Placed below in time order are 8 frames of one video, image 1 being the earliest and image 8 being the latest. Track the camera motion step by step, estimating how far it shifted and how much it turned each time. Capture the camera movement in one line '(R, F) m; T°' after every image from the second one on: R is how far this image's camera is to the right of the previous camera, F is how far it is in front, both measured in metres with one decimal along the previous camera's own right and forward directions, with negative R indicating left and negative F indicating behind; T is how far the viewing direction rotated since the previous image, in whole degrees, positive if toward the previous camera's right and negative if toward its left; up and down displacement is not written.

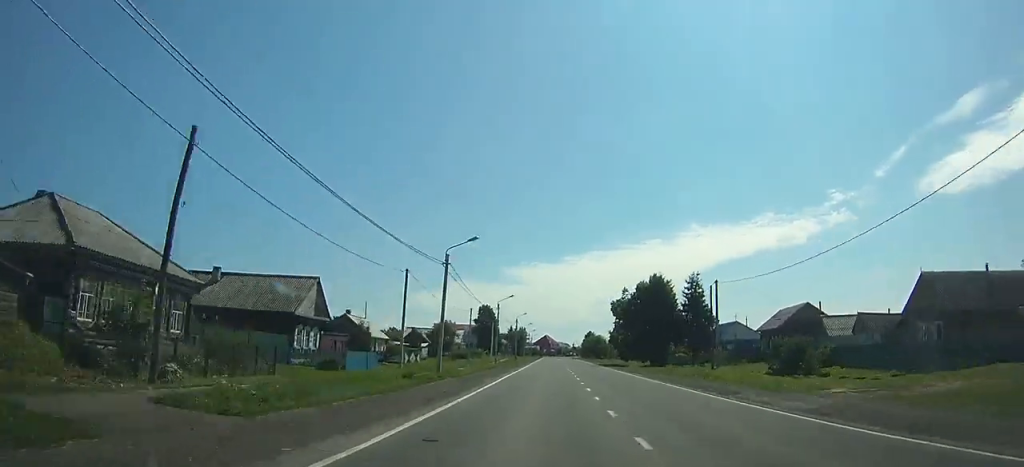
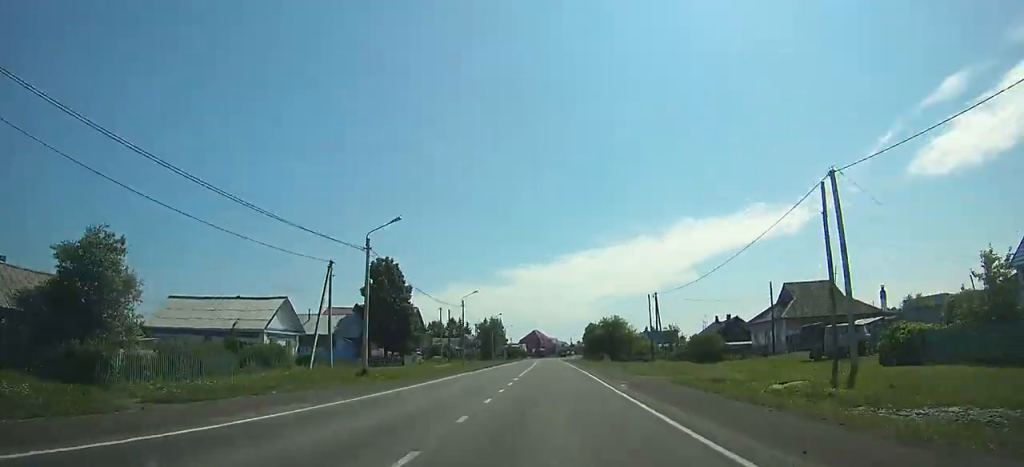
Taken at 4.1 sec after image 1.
(+1.3, +72.6) m; 0°
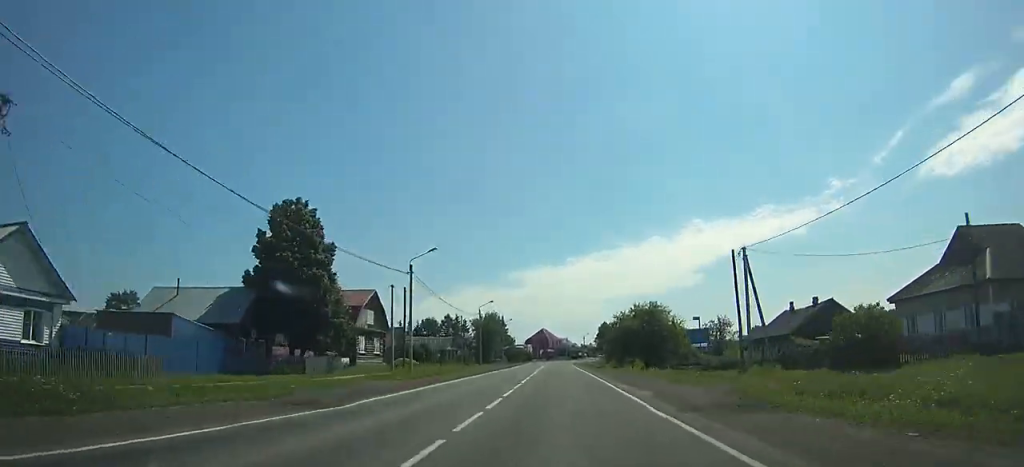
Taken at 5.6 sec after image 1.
(-0.4, +26.9) m; -1°
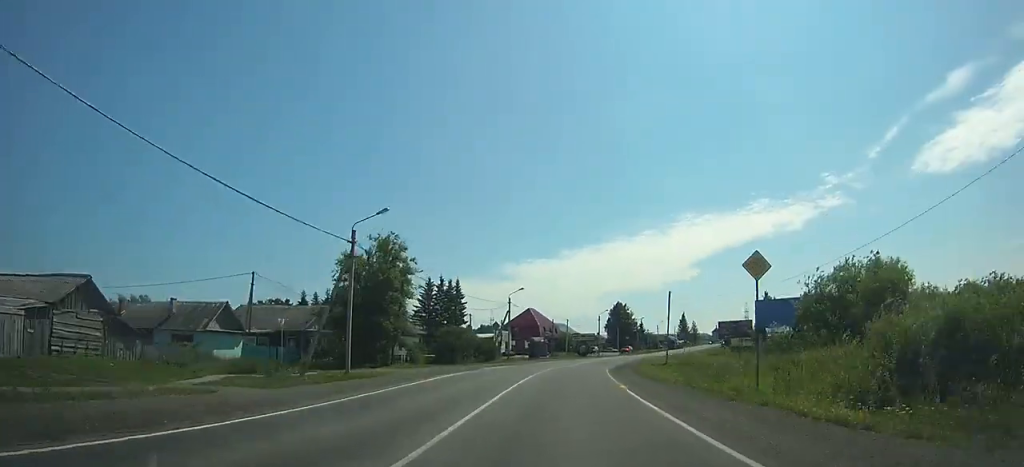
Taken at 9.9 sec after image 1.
(+0.2, +75.8) m; +3°
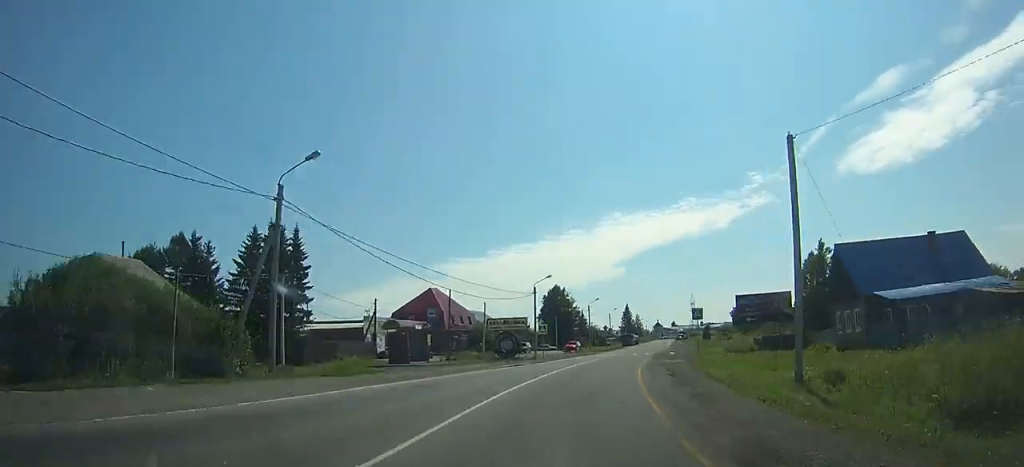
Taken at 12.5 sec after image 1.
(+0.9, +44.3) m; +6°
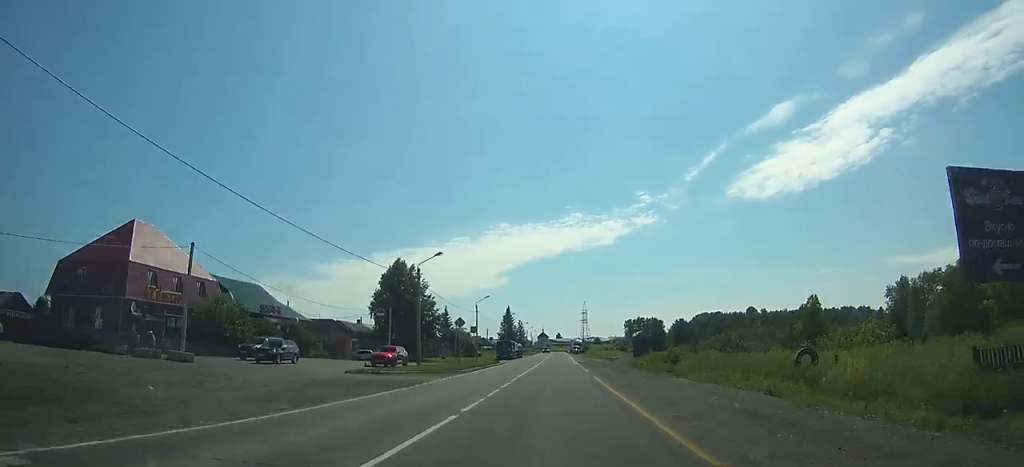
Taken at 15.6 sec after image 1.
(+5.0, +51.0) m; +7°
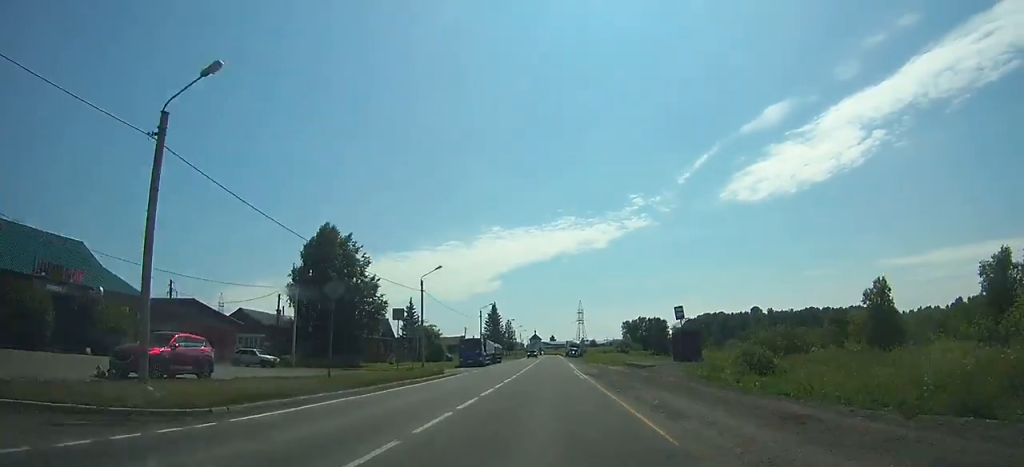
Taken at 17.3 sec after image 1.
(+0.9, +27.6) m; +1°
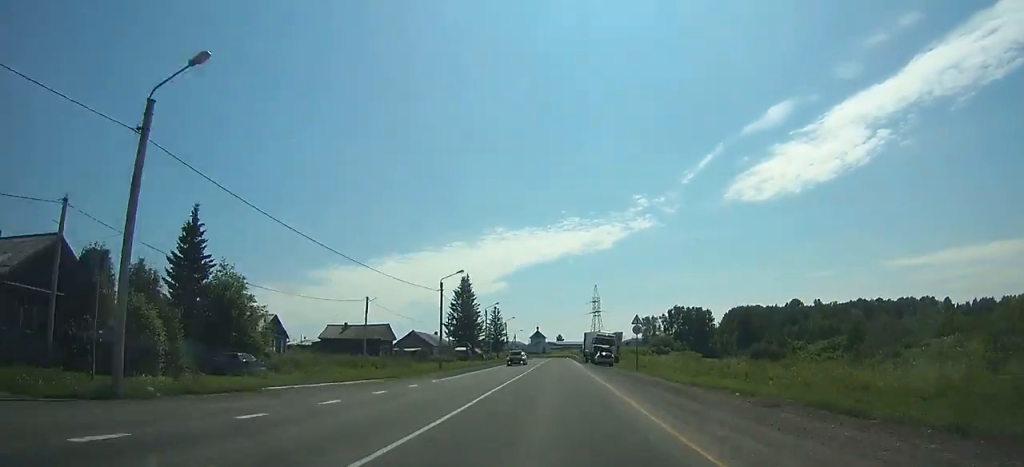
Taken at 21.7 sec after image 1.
(+0.6, +70.1) m; 0°
